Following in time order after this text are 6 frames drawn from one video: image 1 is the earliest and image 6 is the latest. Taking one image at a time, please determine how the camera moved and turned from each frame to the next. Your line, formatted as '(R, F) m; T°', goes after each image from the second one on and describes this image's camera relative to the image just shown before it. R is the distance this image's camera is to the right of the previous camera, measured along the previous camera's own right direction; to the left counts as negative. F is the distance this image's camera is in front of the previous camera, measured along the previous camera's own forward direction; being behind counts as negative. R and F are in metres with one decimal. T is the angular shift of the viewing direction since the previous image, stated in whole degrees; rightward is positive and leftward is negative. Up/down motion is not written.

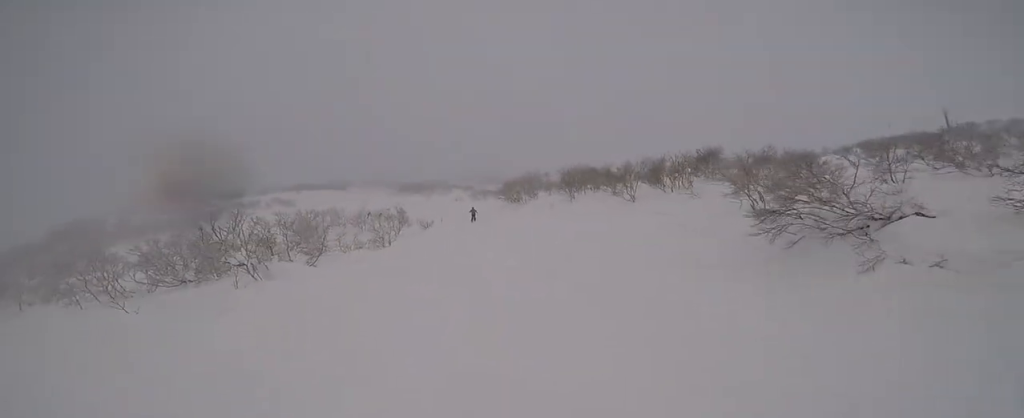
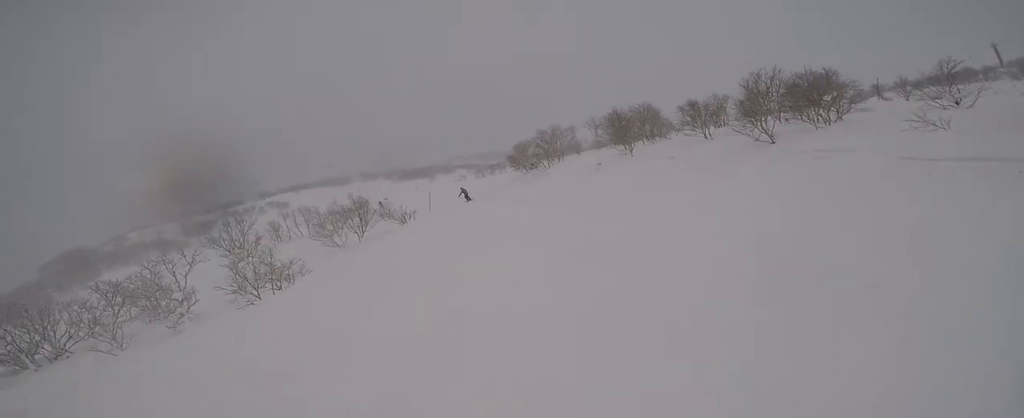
(0.0, +12.1) m; 0°
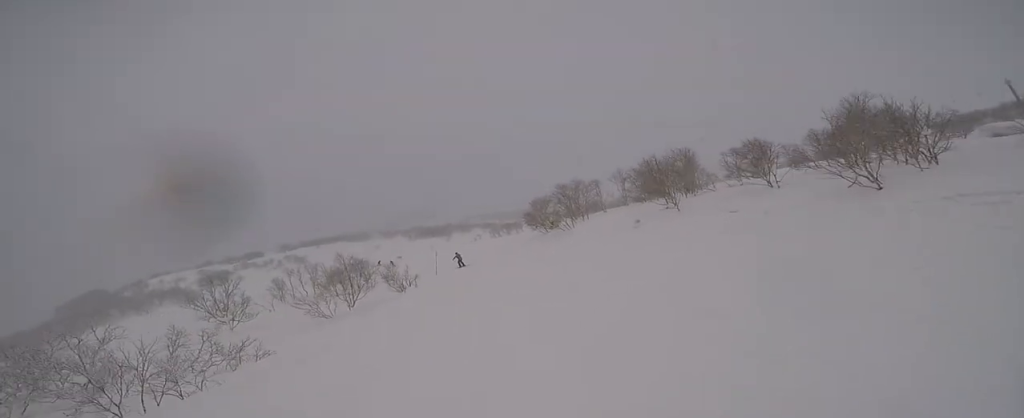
(0.0, +3.8) m; 0°
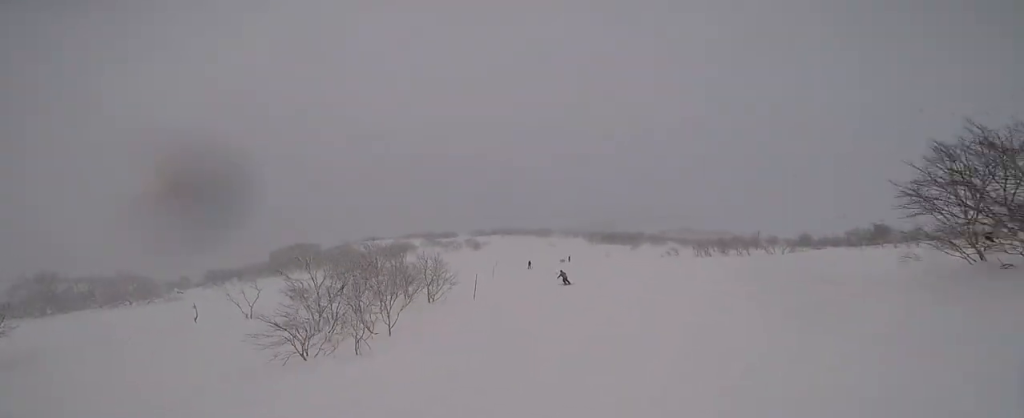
(-2.9, +23.2) m; -25°
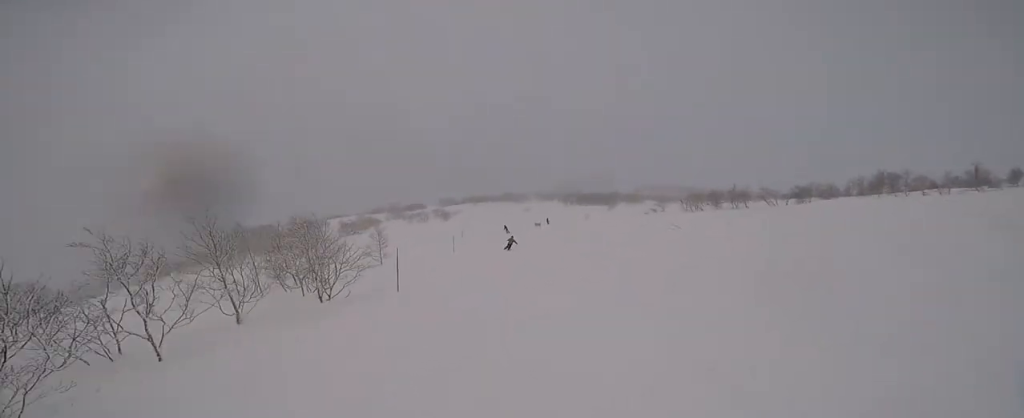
(-0.8, +7.7) m; -1°
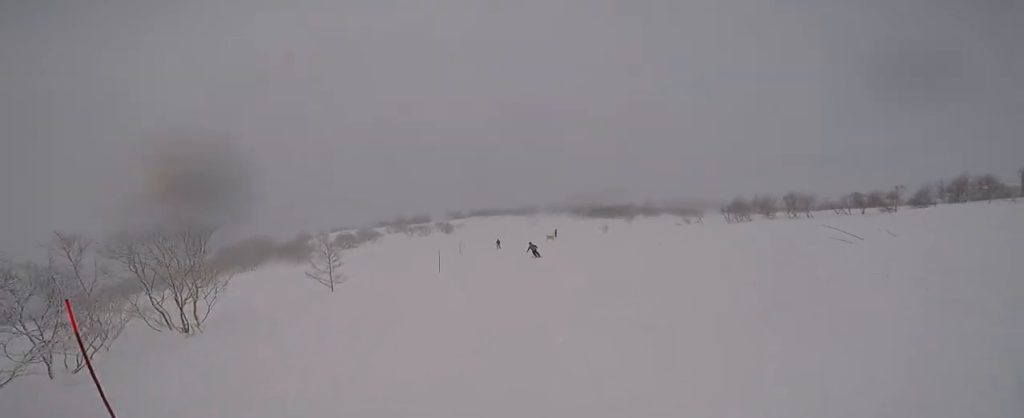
(+0.9, +9.1) m; +4°
